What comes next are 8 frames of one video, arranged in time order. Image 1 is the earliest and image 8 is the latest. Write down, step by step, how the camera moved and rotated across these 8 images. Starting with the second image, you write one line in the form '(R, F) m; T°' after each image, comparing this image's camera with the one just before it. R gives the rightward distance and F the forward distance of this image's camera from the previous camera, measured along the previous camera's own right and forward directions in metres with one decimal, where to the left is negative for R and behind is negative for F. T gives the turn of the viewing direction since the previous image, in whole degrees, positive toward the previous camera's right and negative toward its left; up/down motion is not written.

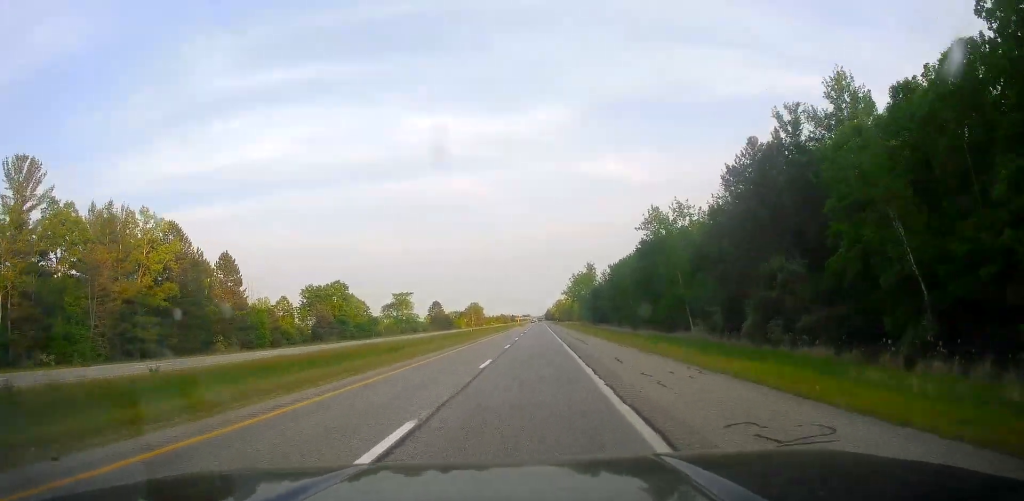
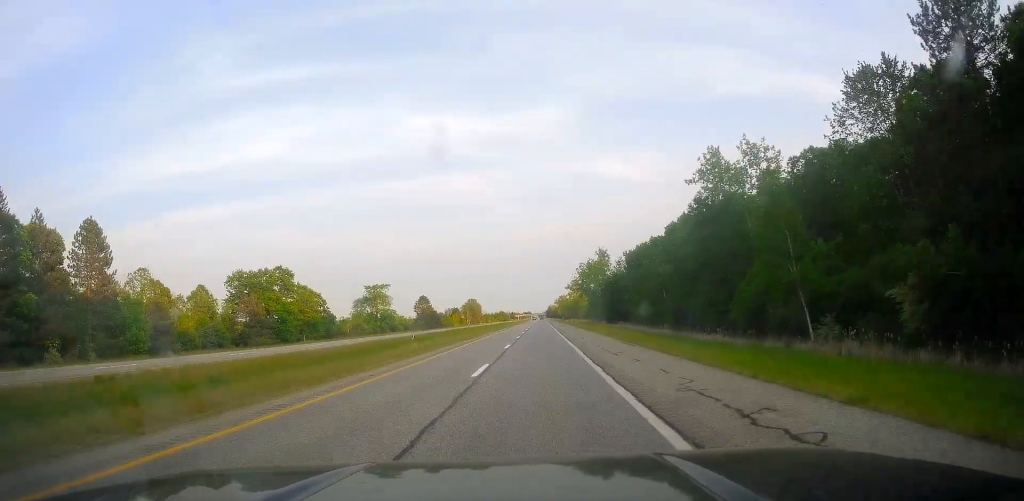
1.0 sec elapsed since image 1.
(-0.6, +34.9) m; 0°
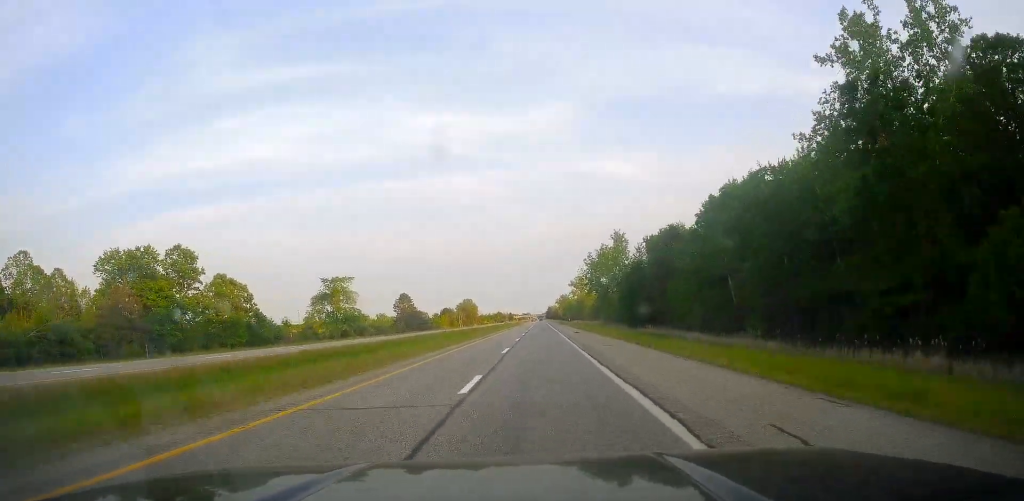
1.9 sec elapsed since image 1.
(+0.8, +34.9) m; +1°
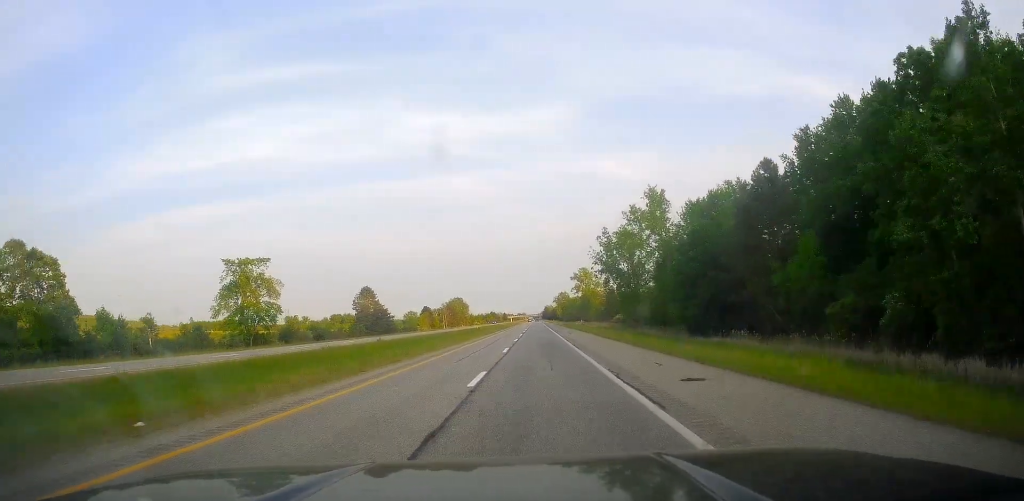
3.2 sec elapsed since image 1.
(-0.1, +44.4) m; 0°
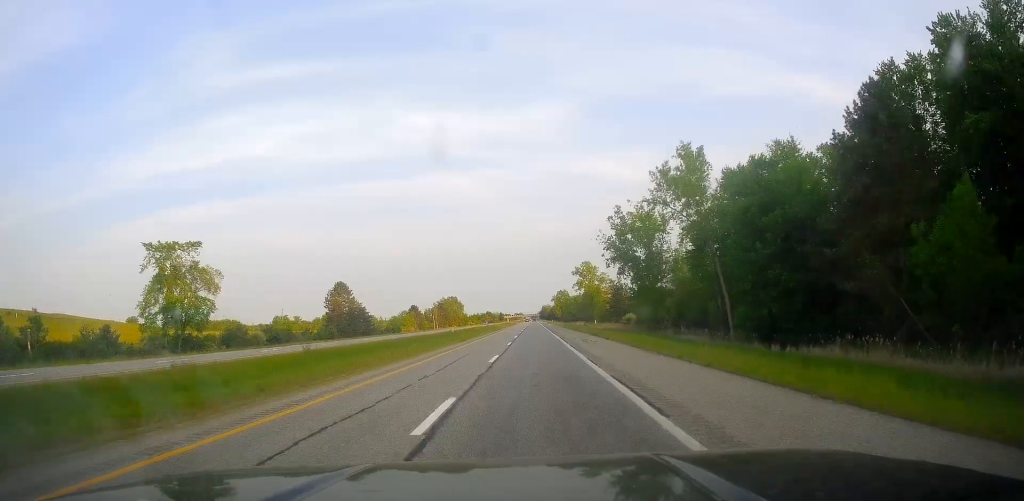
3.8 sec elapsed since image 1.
(+0.2, +21.6) m; 0°
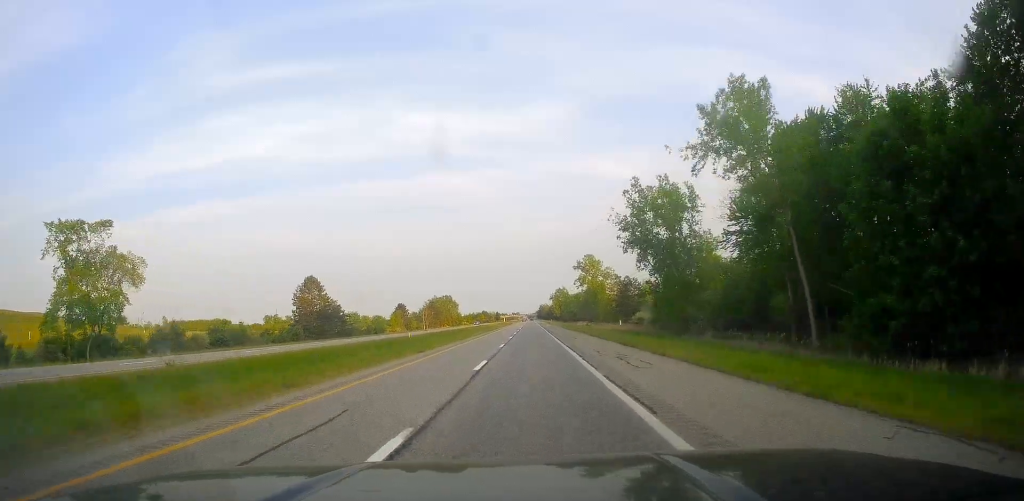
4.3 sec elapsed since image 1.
(-0.1, +19.3) m; 0°
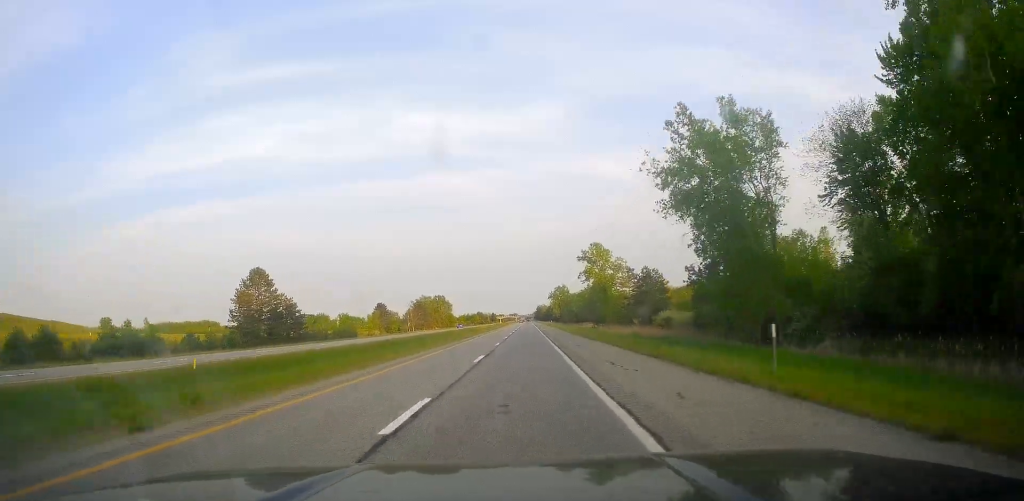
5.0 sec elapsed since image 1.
(0.0, +26.4) m; 0°
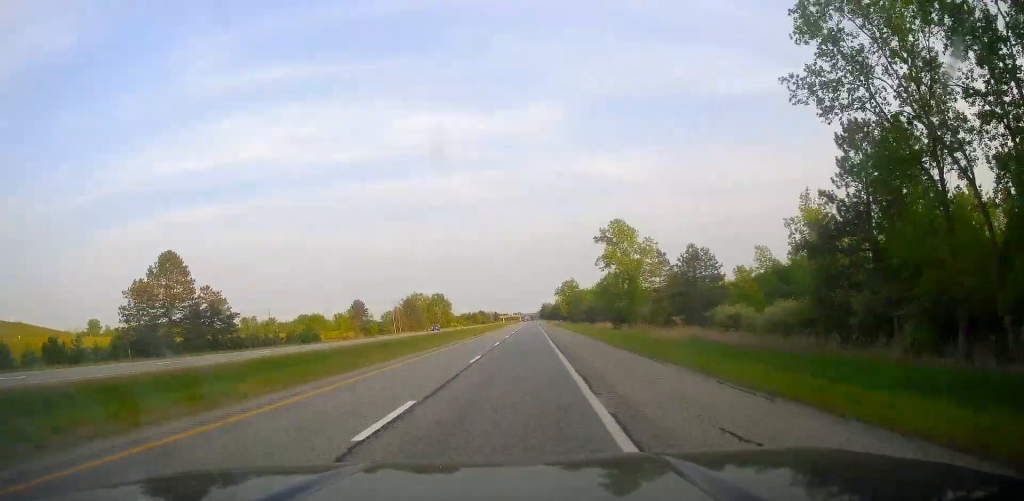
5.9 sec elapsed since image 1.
(+0.5, +31.1) m; 0°
